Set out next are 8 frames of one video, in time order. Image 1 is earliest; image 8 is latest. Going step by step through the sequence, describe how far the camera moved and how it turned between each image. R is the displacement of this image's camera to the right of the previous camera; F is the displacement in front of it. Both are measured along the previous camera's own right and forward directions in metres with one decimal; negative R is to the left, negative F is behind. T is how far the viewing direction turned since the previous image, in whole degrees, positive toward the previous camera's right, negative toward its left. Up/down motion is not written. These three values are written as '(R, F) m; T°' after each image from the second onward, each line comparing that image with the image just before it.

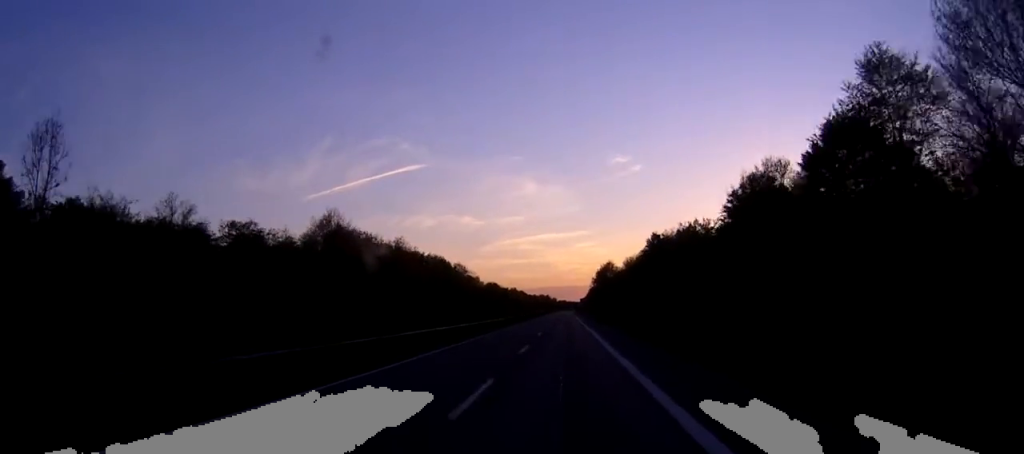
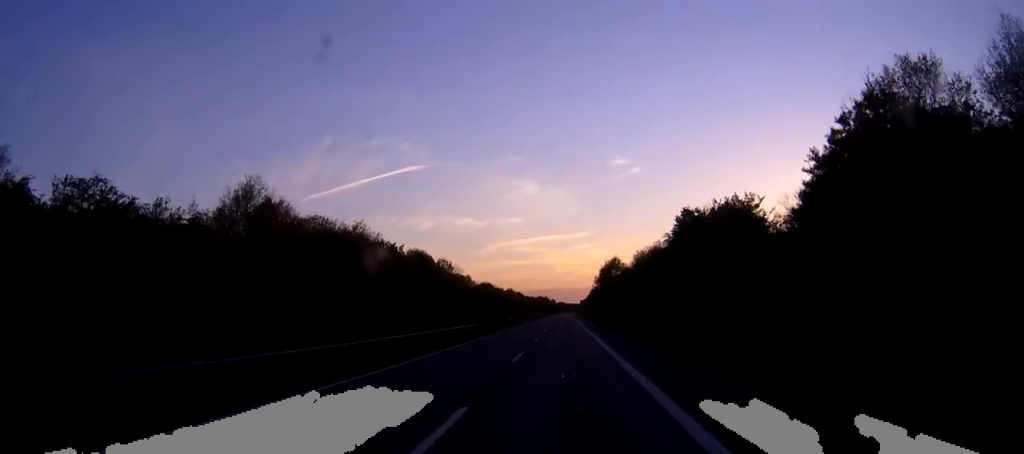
(0.0, +22.6) m; 0°
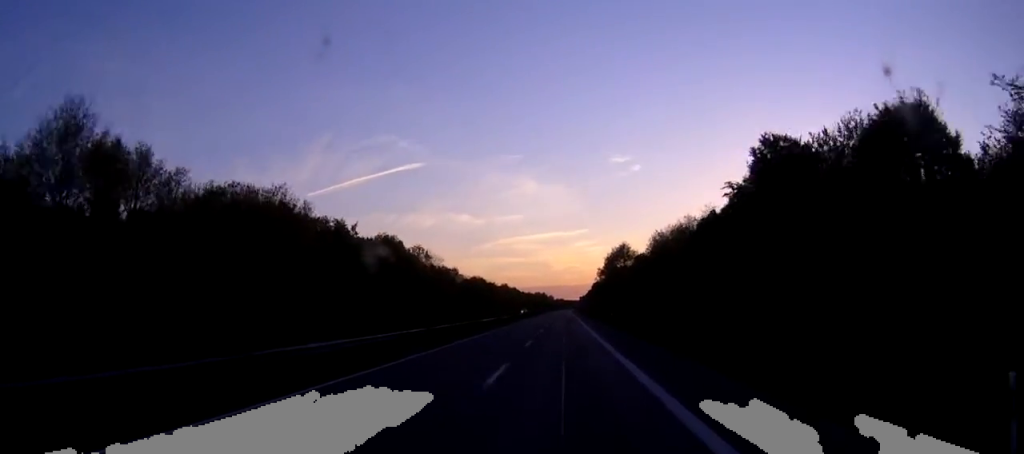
(0.0, +26.6) m; 0°
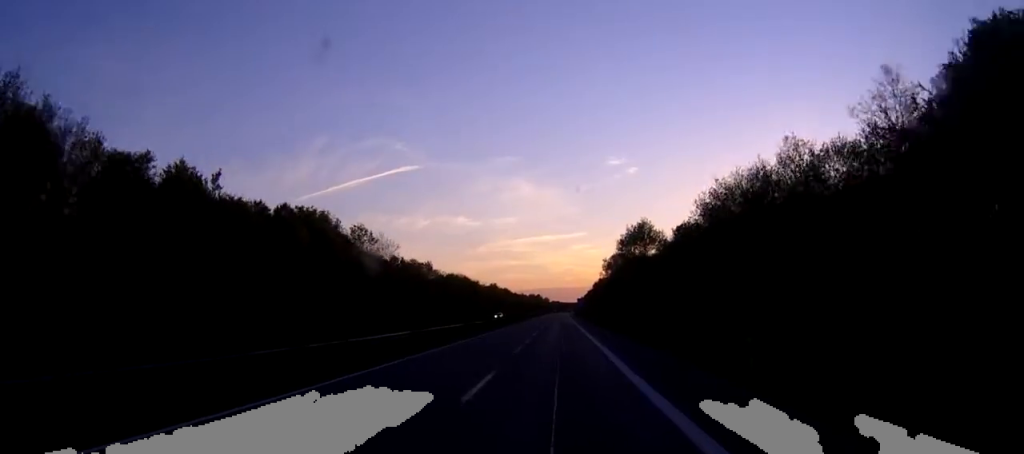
(+0.1, +38.4) m; 0°
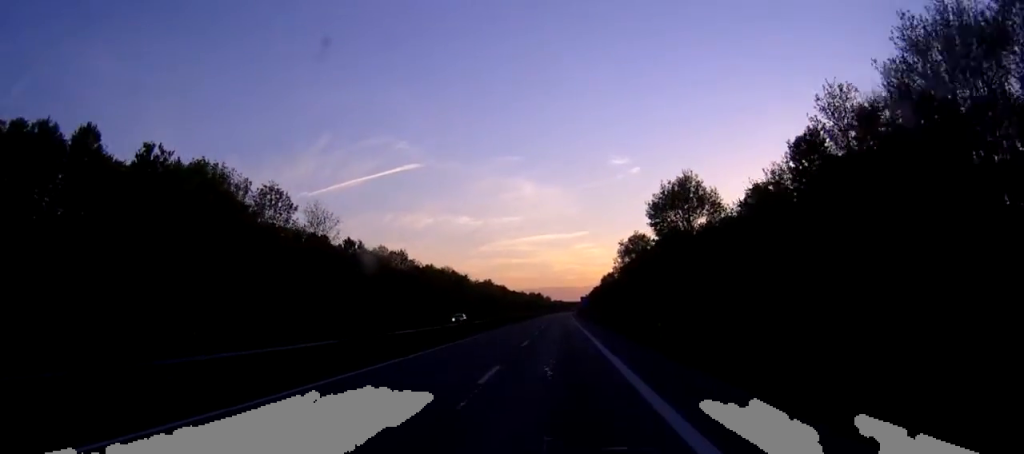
(0.0, +32.4) m; 0°
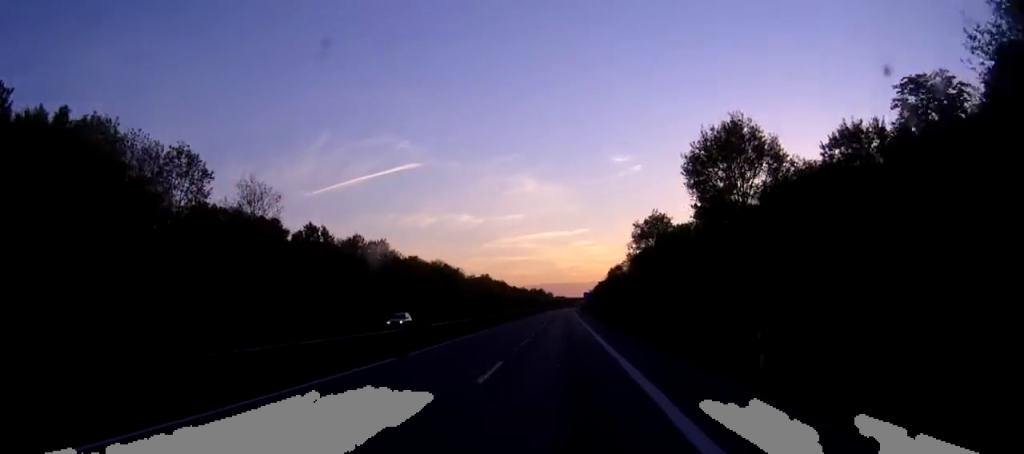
(0.0, +18.7) m; 0°
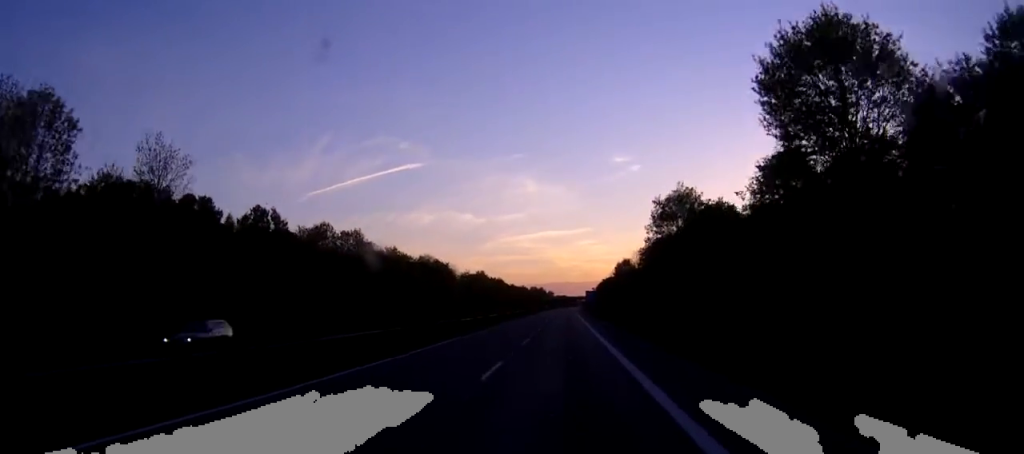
(0.0, +17.6) m; 0°
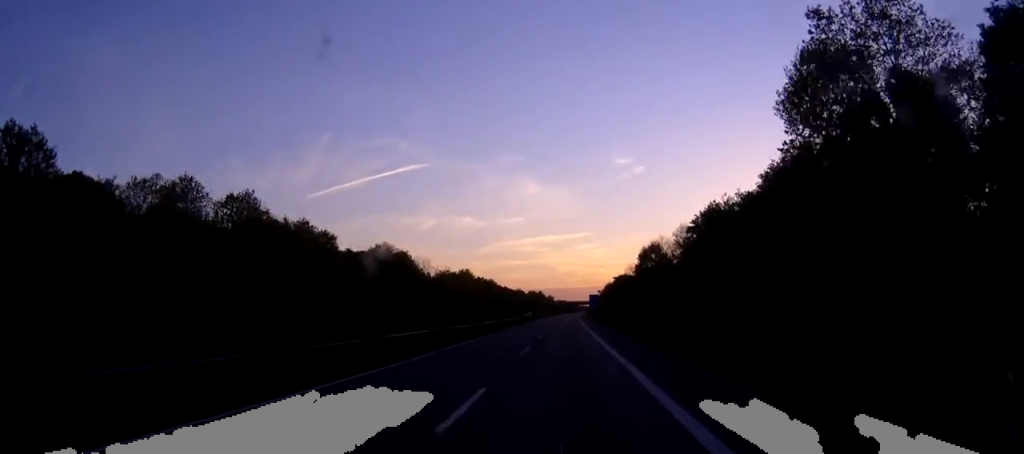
(-0.1, +42.1) m; 0°
